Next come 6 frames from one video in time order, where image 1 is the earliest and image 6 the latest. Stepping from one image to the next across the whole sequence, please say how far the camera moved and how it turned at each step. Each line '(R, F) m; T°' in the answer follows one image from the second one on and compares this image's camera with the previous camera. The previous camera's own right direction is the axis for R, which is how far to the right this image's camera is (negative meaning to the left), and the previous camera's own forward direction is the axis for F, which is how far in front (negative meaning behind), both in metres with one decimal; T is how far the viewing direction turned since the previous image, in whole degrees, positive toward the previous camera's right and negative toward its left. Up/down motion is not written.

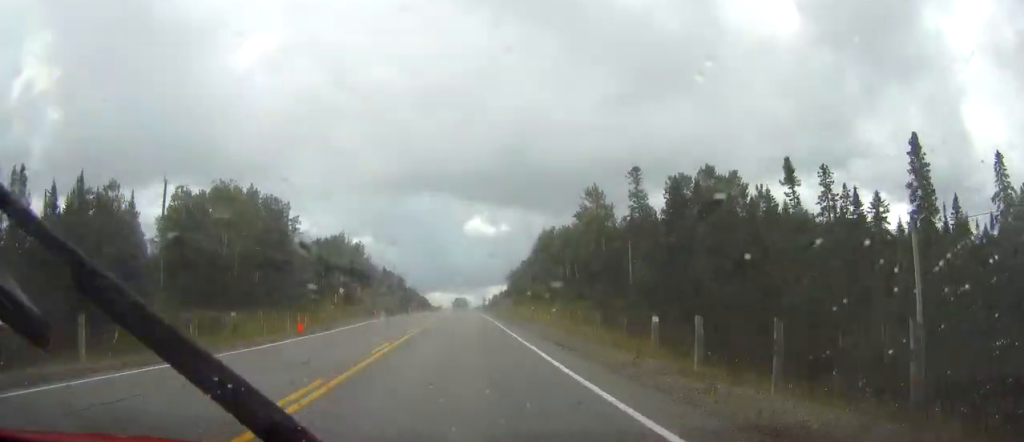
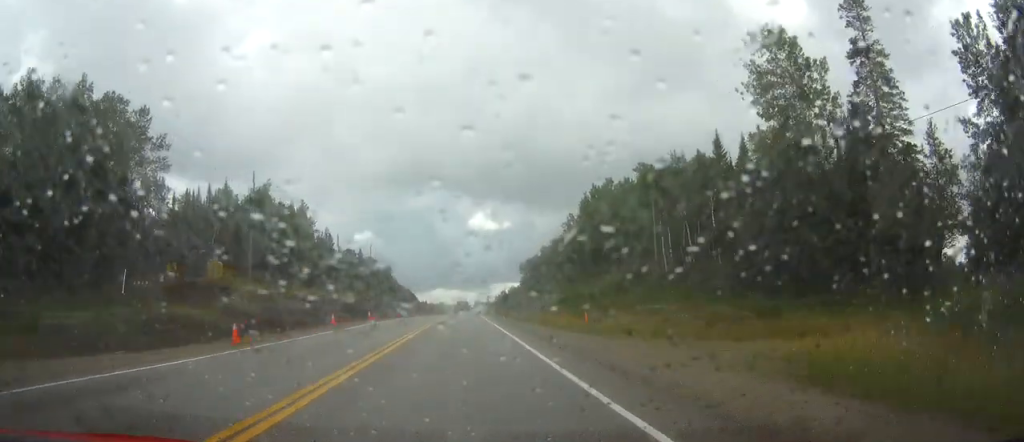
(0.0, +64.7) m; 0°
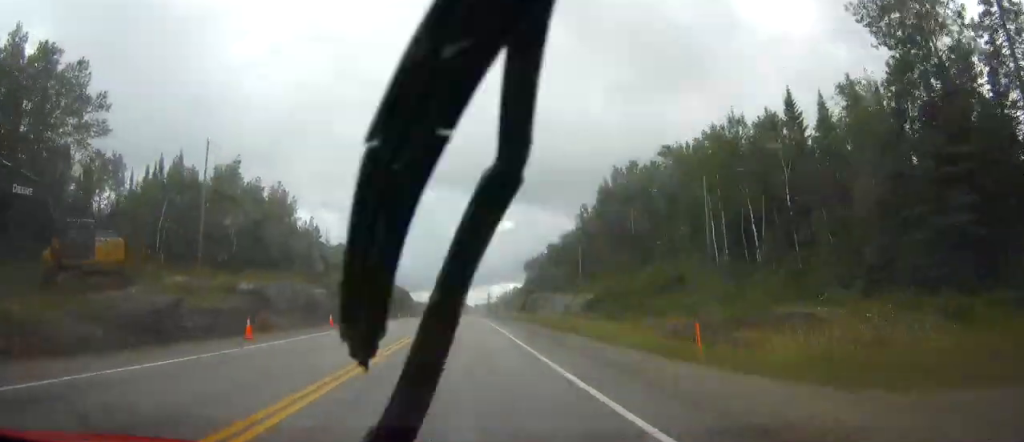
(0.0, +14.9) m; 0°
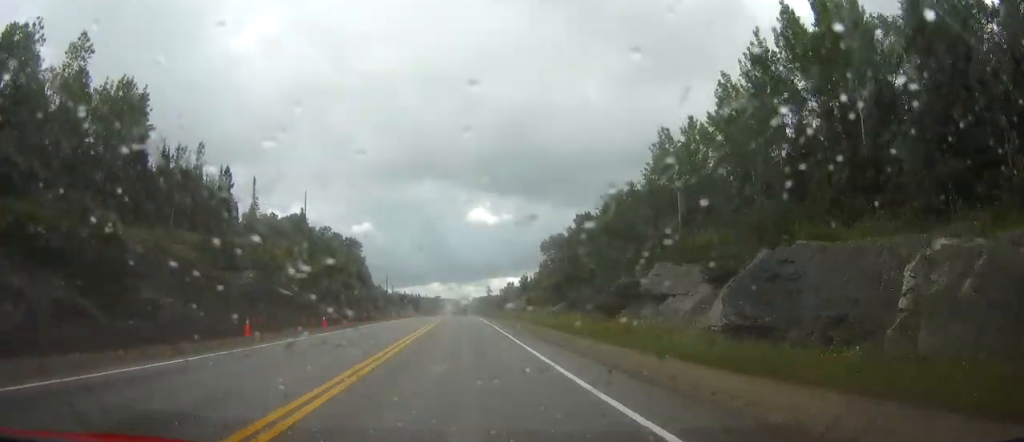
(0.0, +54.4) m; 0°
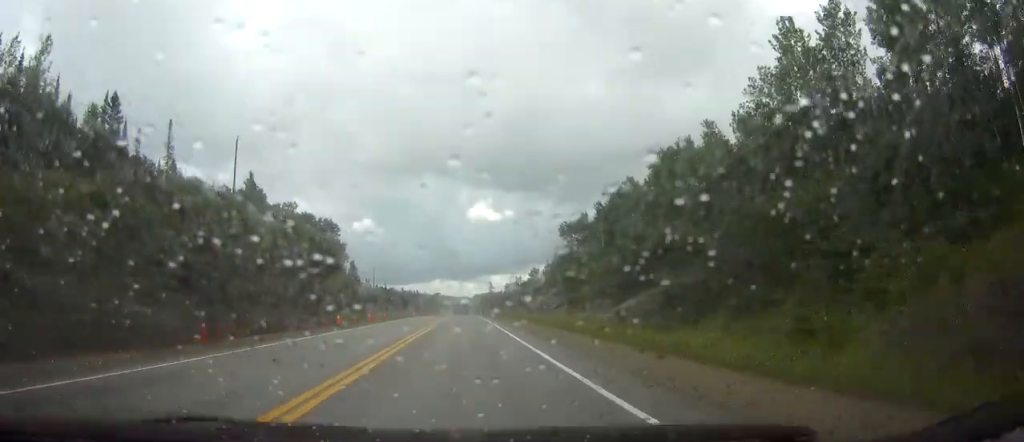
(0.0, +32.1) m; 0°
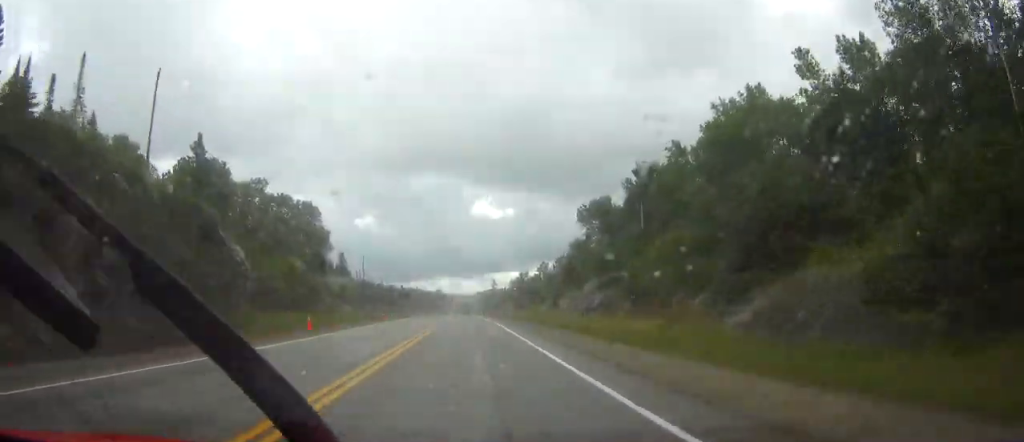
(0.0, +20.4) m; 0°
